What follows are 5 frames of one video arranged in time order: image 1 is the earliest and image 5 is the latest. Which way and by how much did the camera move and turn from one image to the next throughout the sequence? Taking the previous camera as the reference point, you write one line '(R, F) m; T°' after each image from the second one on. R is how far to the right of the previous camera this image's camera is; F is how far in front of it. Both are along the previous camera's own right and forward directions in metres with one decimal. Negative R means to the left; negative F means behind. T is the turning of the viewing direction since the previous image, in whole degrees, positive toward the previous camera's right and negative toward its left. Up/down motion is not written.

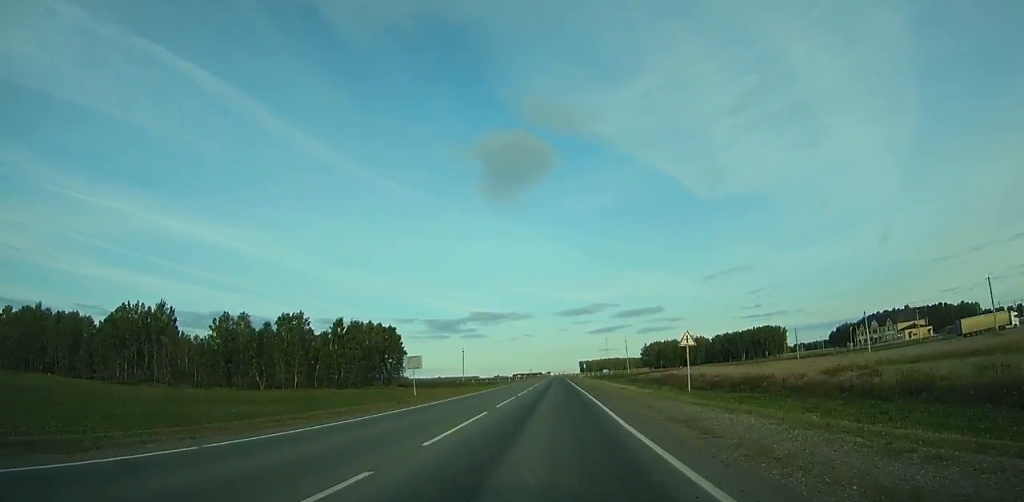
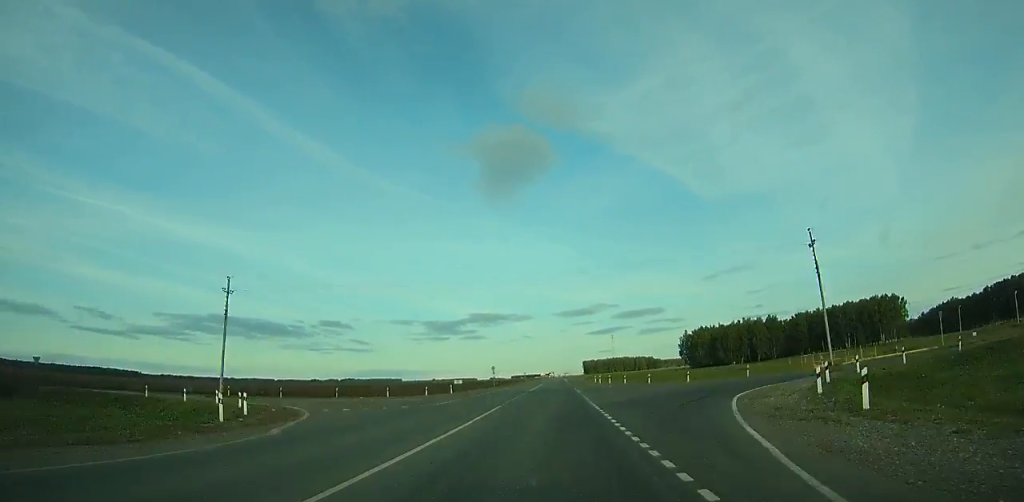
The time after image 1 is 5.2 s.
(-0.8, +139.3) m; -1°
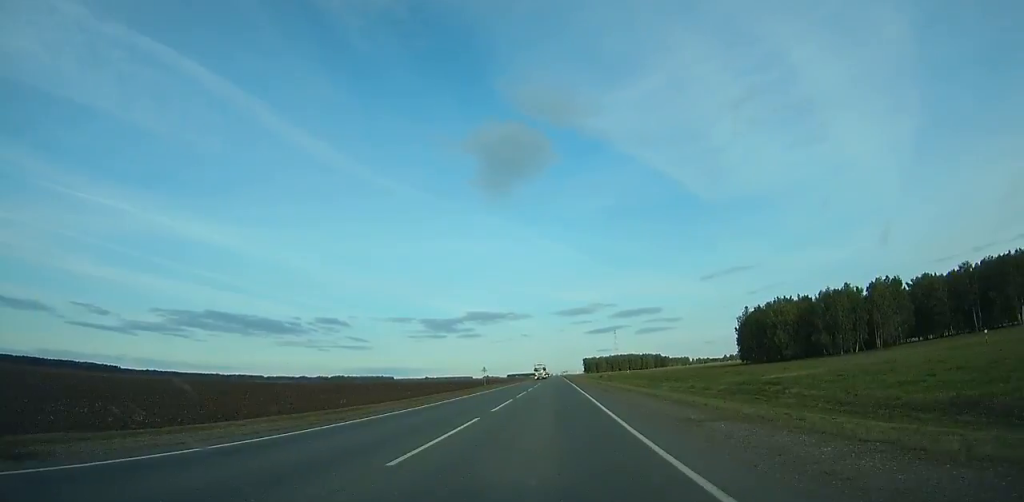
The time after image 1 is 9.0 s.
(0.0, +100.8) m; 0°
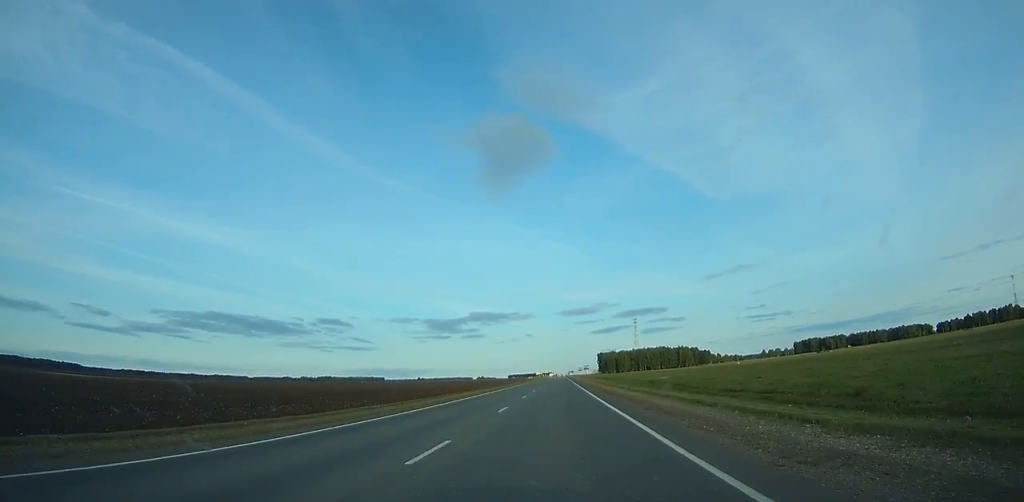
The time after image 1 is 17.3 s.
(+0.1, +226.1) m; 0°
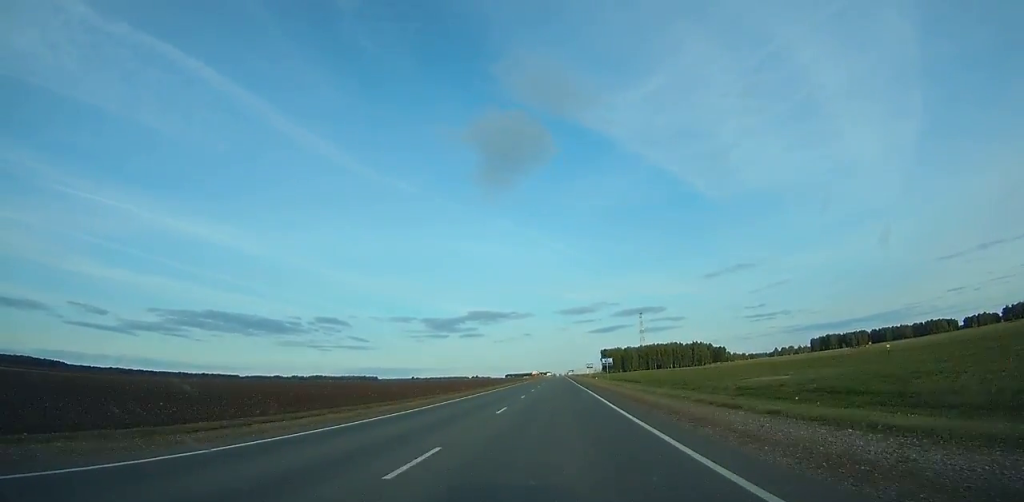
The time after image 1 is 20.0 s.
(+0.2, +75.0) m; 0°
